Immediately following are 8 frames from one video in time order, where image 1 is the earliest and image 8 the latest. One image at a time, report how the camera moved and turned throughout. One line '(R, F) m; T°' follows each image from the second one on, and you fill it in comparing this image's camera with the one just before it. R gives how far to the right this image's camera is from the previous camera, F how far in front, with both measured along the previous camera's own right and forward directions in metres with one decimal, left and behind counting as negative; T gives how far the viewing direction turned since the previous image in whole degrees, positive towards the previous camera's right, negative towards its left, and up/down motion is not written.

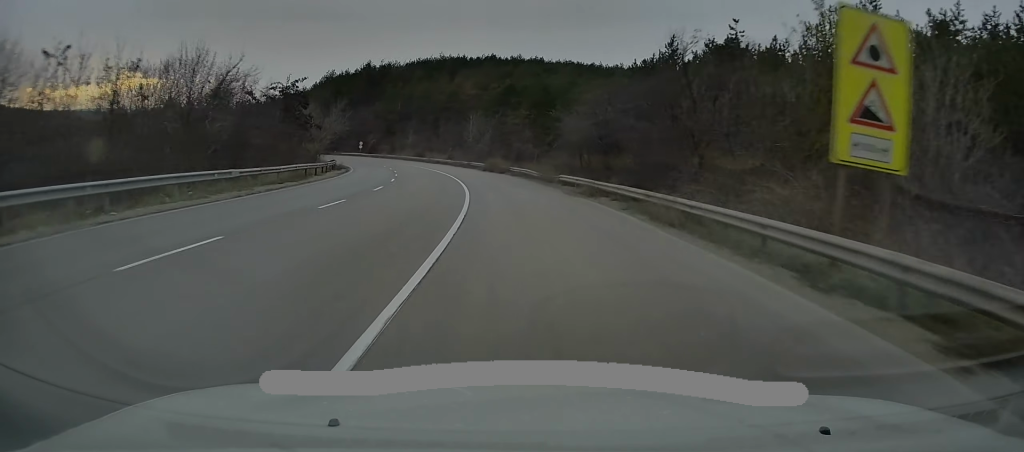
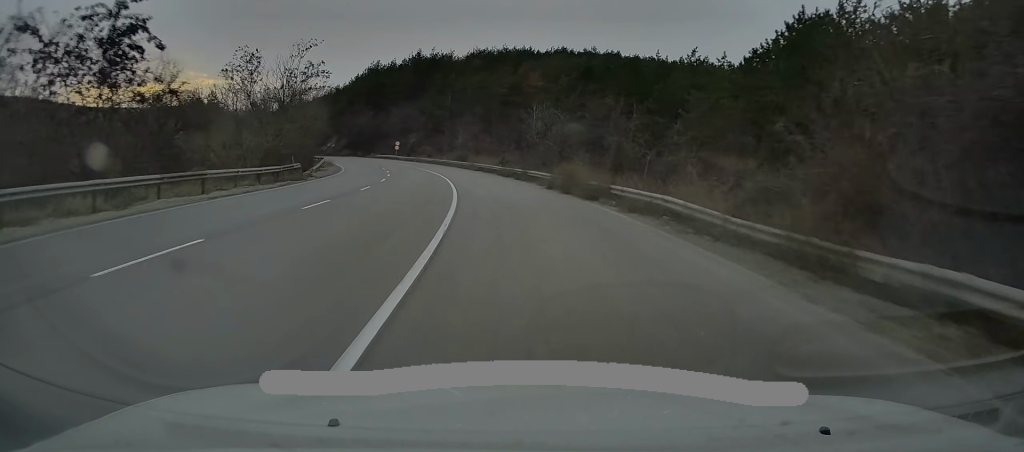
(-1.9, +28.0) m; -6°
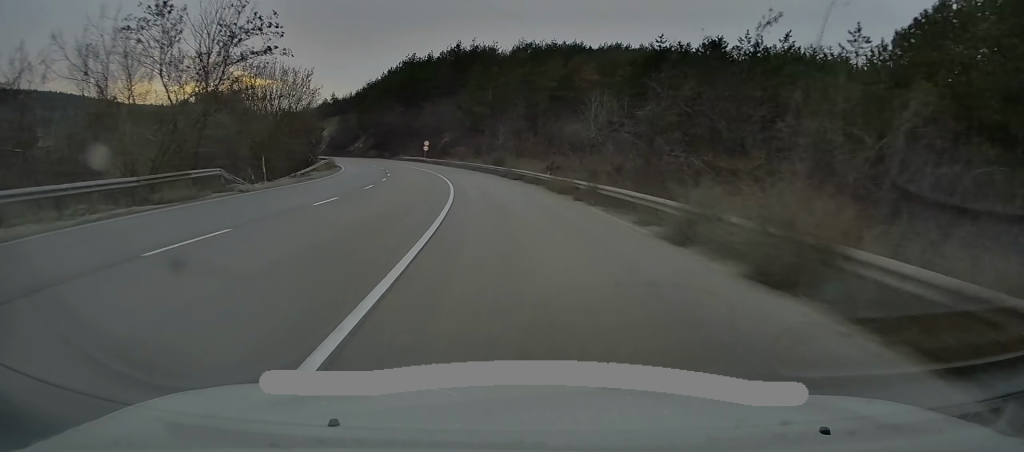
(0.0, +17.0) m; -4°
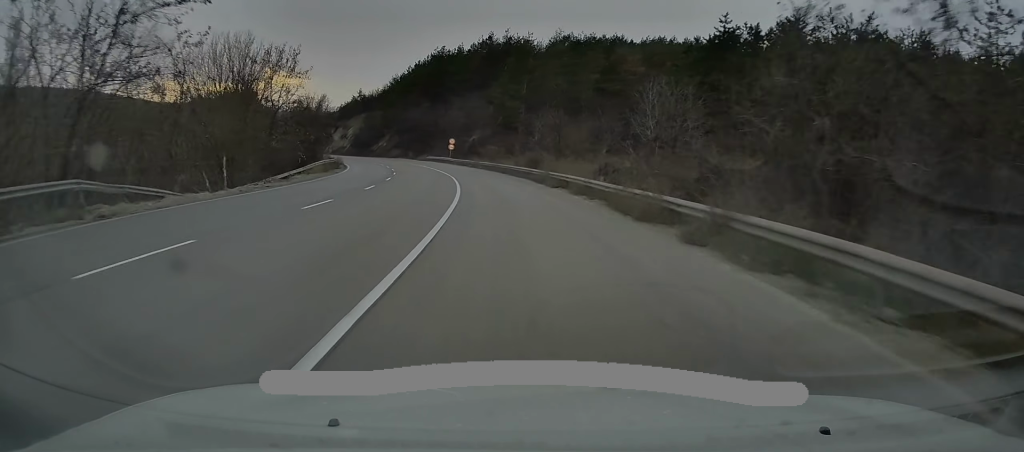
(-0.7, +11.0) m; -3°
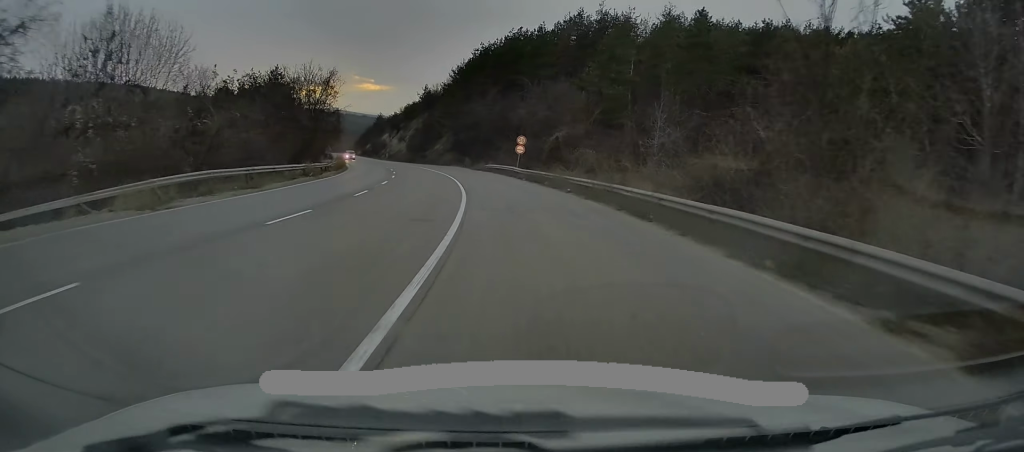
(-2.0, +30.9) m; -7°
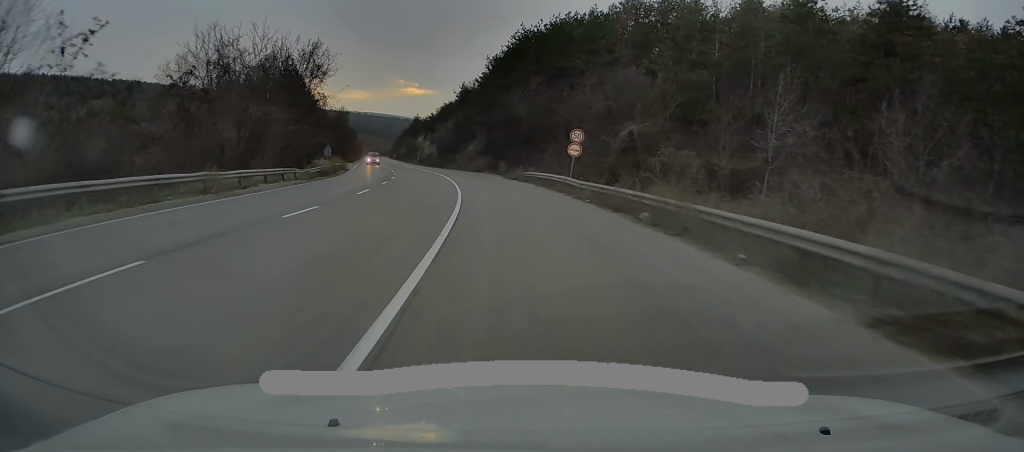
(-0.5, +16.8) m; -4°
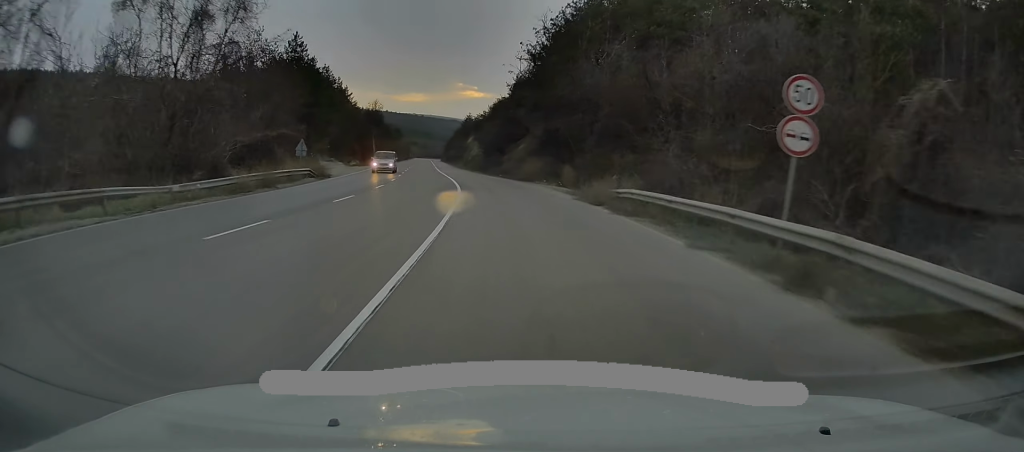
(-1.3, +22.2) m; -6°
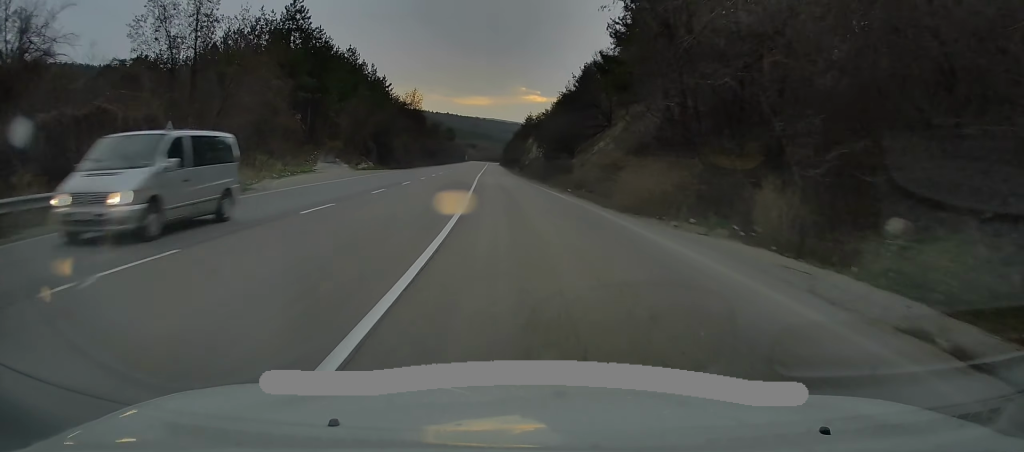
(-1.3, +22.9) m; -4°
